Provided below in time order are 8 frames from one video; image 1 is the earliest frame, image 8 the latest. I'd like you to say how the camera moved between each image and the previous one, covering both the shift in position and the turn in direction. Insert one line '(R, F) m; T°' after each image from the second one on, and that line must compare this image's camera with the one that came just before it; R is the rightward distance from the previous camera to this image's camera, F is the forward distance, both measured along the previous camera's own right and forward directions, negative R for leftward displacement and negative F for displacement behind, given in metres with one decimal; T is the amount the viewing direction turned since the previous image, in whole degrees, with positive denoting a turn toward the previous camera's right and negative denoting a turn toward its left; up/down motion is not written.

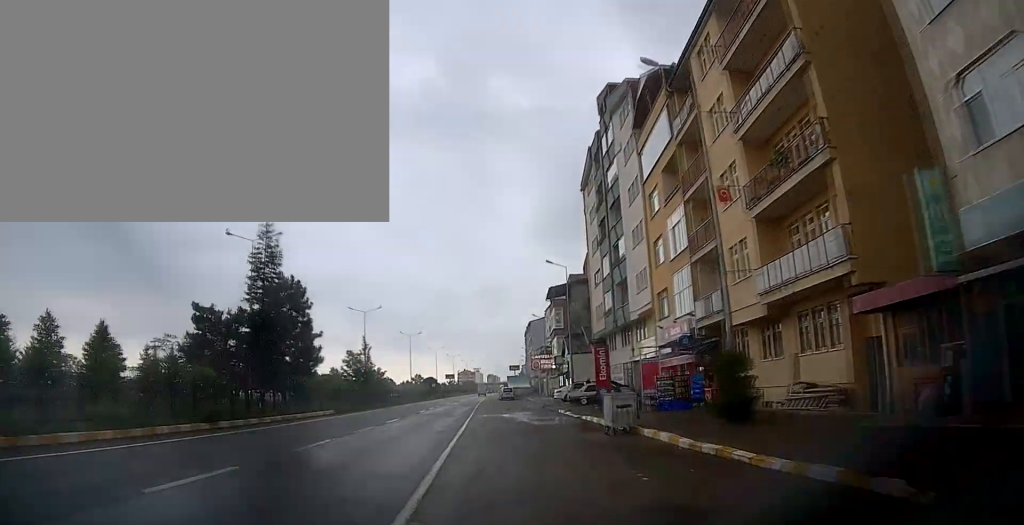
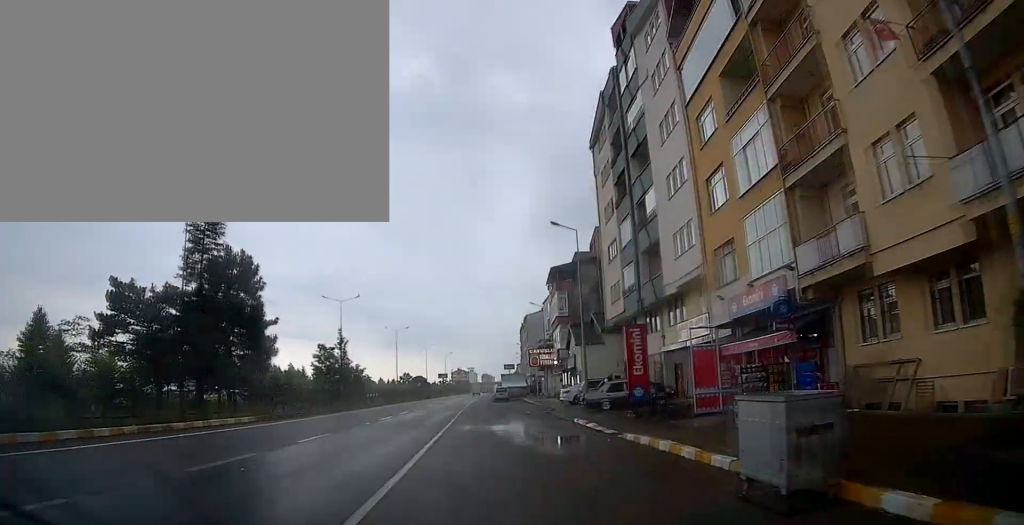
(0.0, +10.3) m; 0°
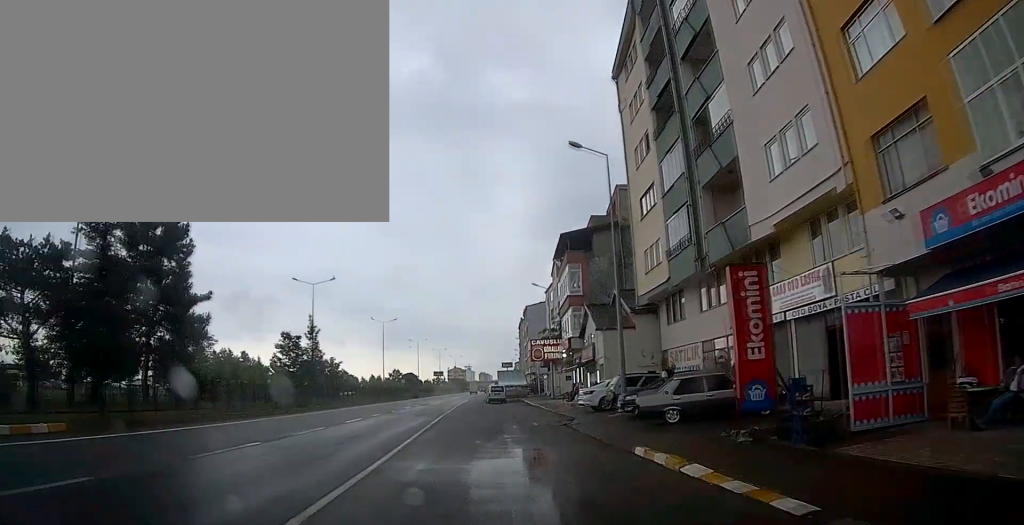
(0.0, +11.4) m; +1°
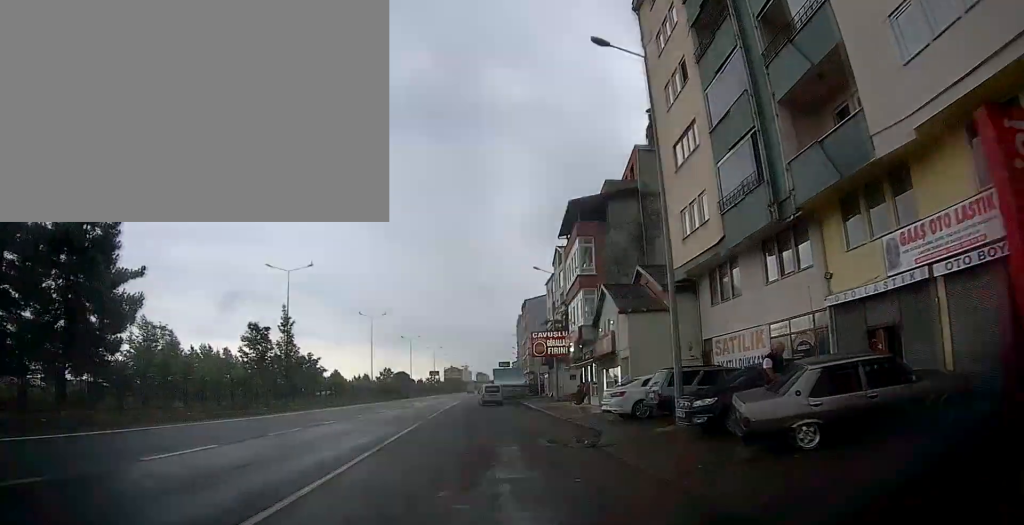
(+0.2, +7.7) m; +2°
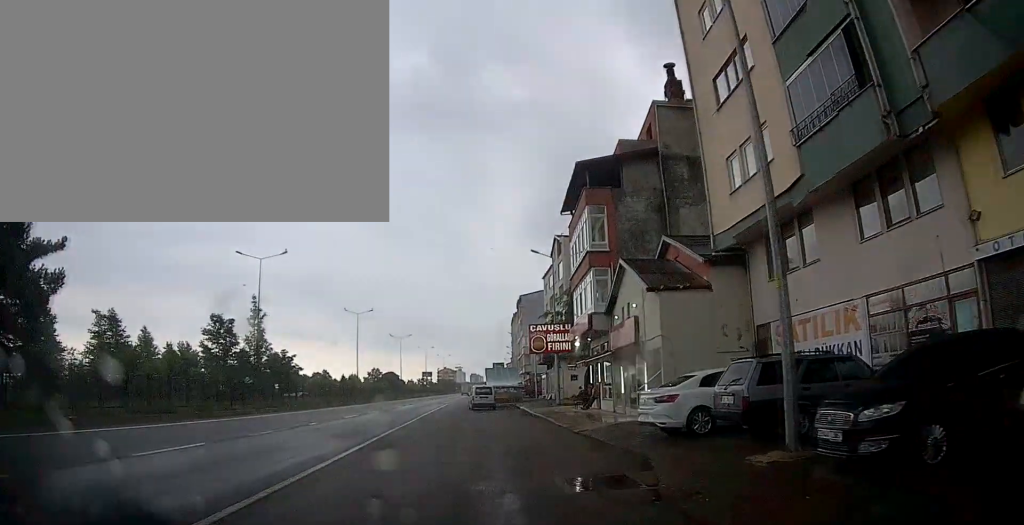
(+0.1, +6.4) m; 0°
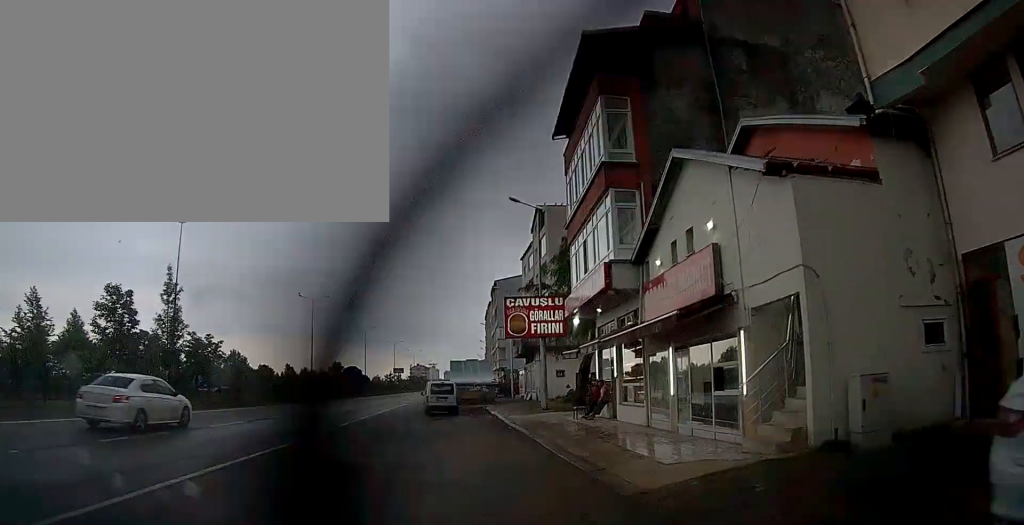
(-0.1, +11.0) m; 0°
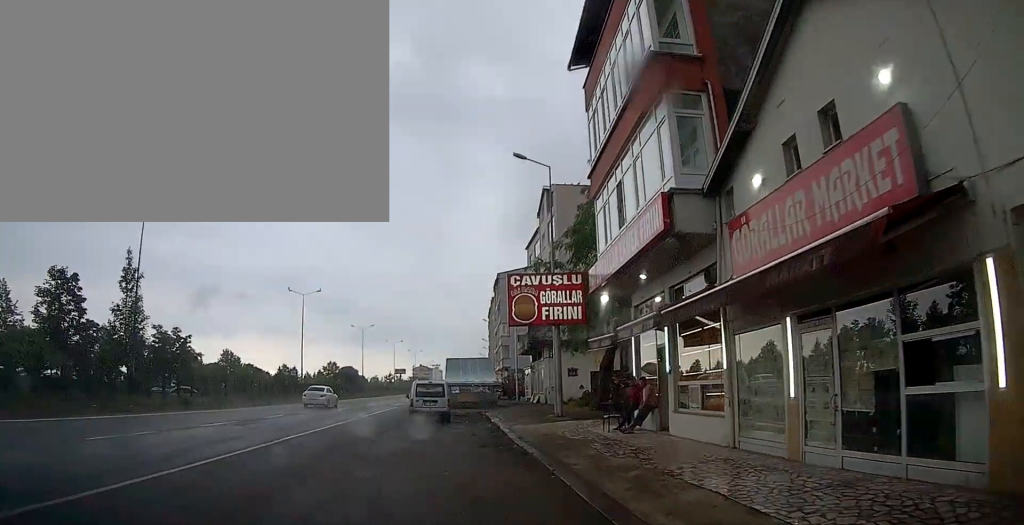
(0.0, +5.6) m; -1°
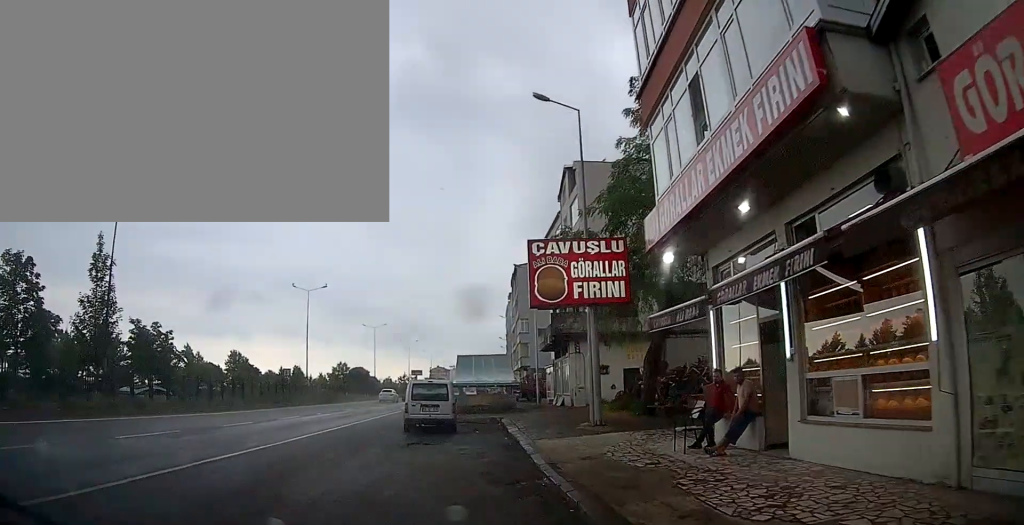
(-0.1, +5.1) m; -3°
